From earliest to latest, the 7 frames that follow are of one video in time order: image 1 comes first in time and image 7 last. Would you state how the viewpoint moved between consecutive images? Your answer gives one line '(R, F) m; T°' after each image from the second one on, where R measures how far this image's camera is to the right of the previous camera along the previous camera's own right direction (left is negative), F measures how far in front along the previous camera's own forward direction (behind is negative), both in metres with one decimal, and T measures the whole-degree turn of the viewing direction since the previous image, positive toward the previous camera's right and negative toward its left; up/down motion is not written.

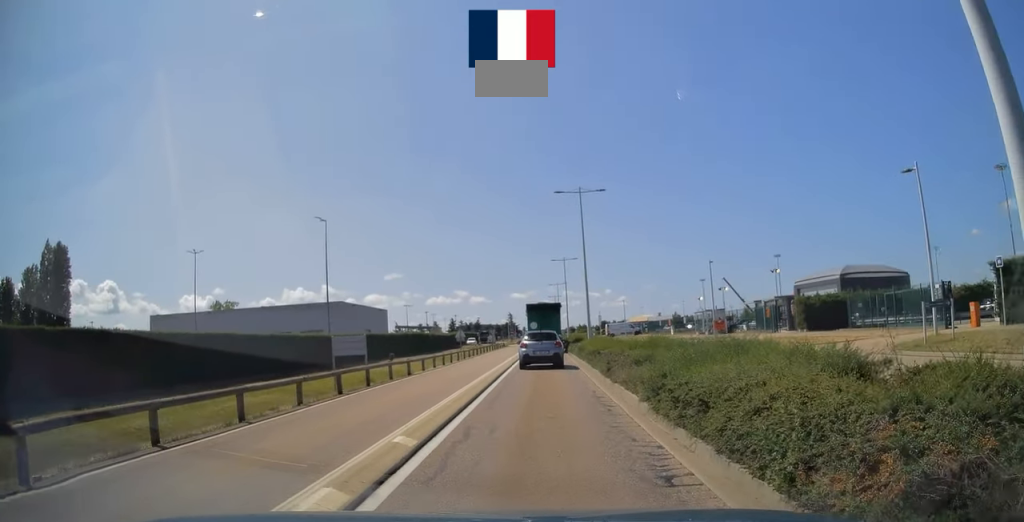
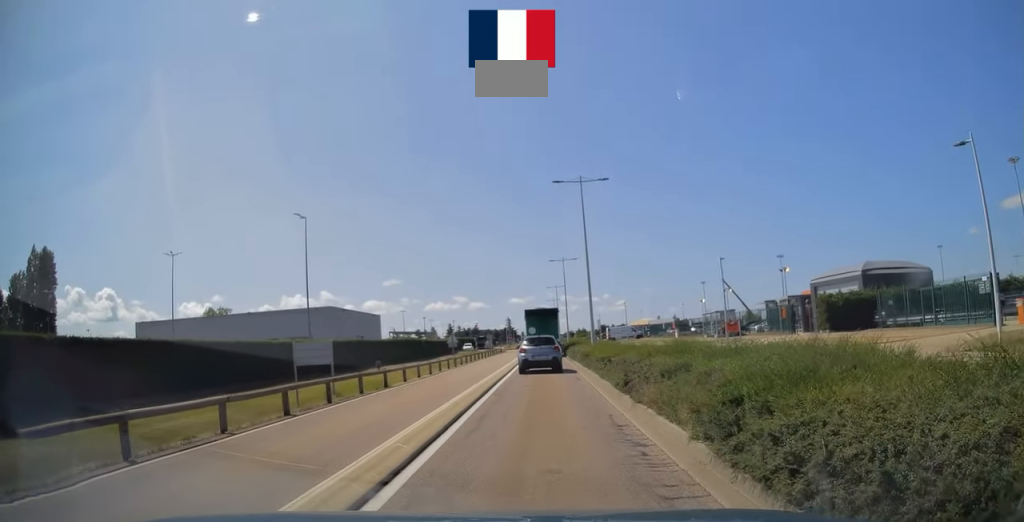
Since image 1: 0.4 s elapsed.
(0.0, +3.7) m; 0°
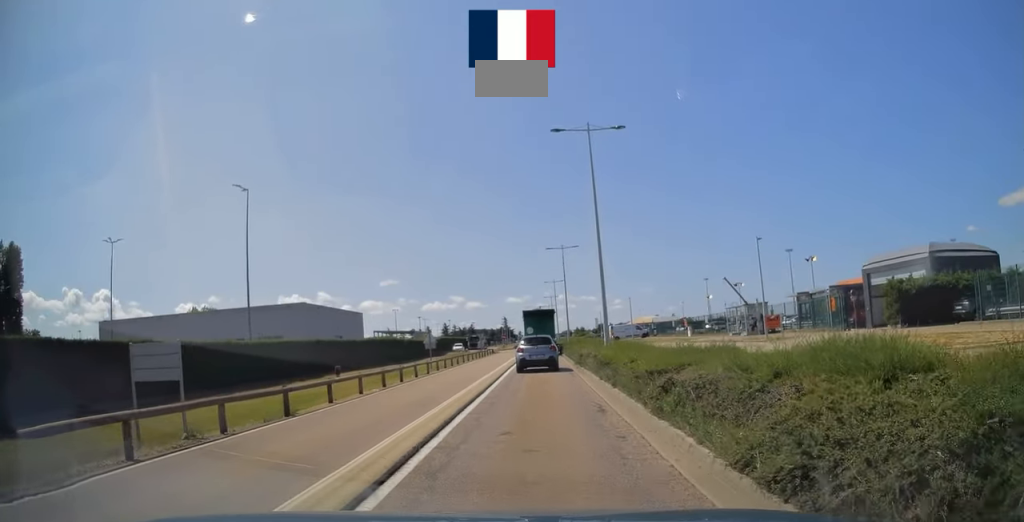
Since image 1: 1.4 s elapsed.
(+0.1, +8.8) m; +1°
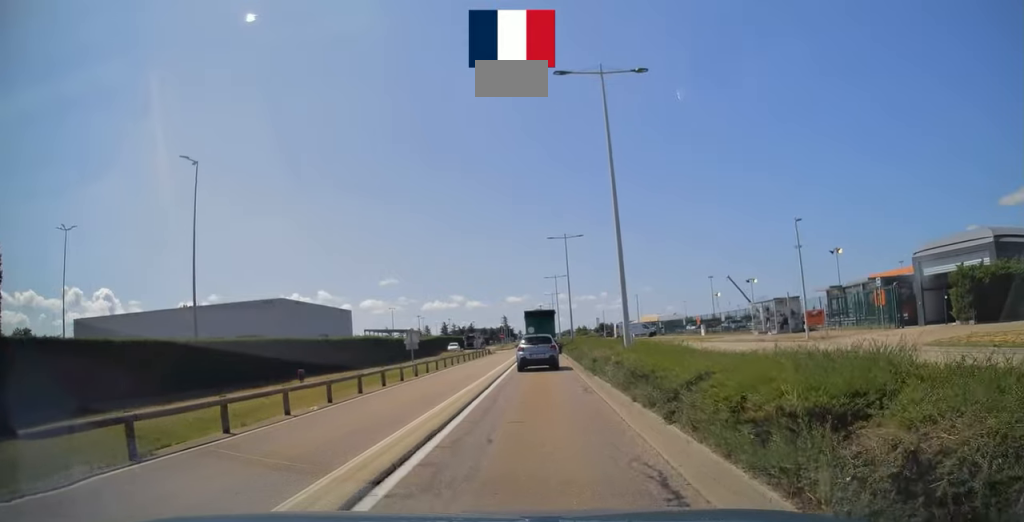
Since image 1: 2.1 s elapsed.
(0.0, +6.0) m; 0°
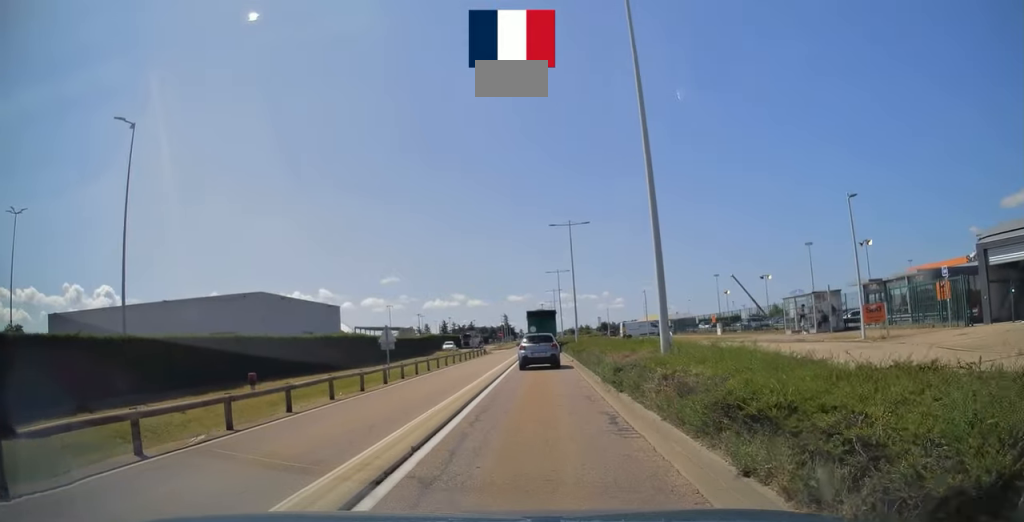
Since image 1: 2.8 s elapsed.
(0.0, +5.9) m; 0°
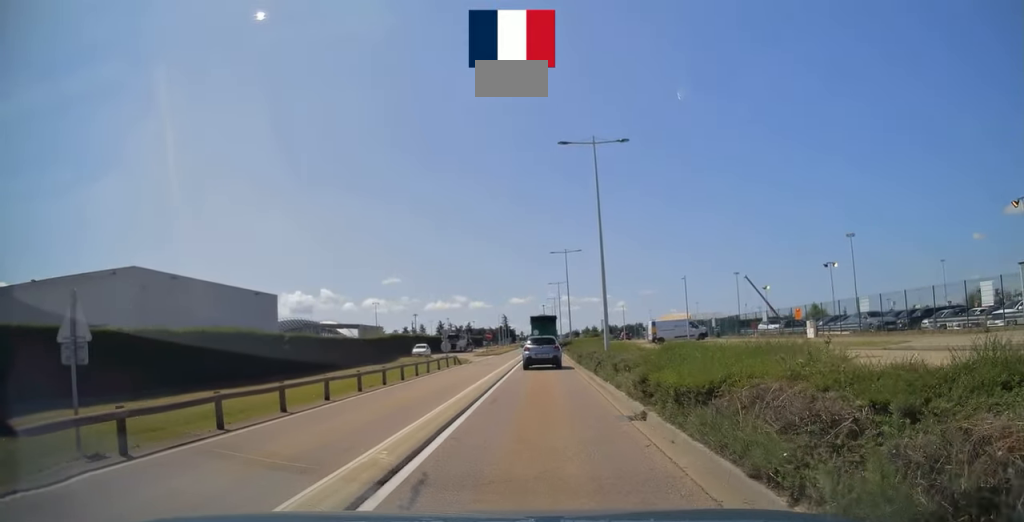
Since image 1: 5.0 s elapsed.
(0.0, +21.3) m; 0°
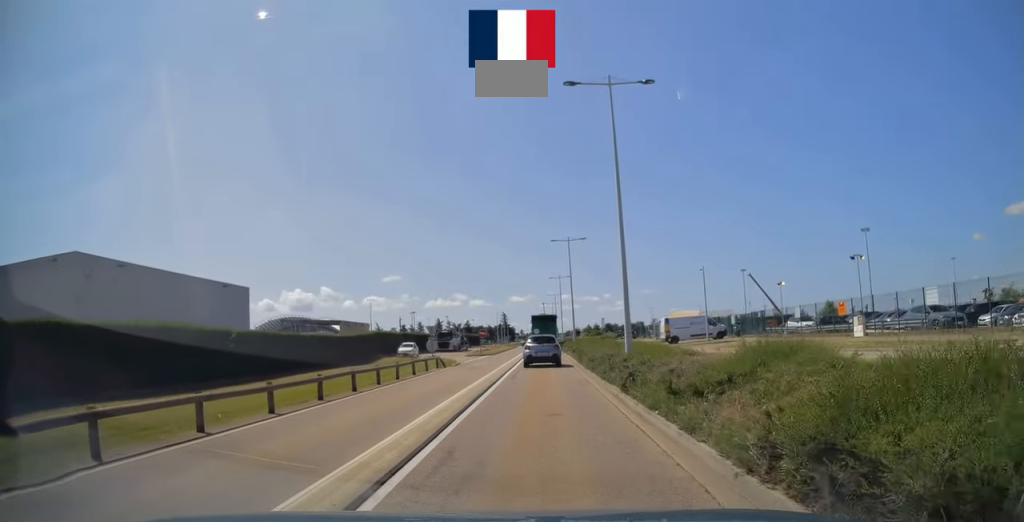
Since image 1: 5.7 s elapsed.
(0.0, +6.6) m; 0°
